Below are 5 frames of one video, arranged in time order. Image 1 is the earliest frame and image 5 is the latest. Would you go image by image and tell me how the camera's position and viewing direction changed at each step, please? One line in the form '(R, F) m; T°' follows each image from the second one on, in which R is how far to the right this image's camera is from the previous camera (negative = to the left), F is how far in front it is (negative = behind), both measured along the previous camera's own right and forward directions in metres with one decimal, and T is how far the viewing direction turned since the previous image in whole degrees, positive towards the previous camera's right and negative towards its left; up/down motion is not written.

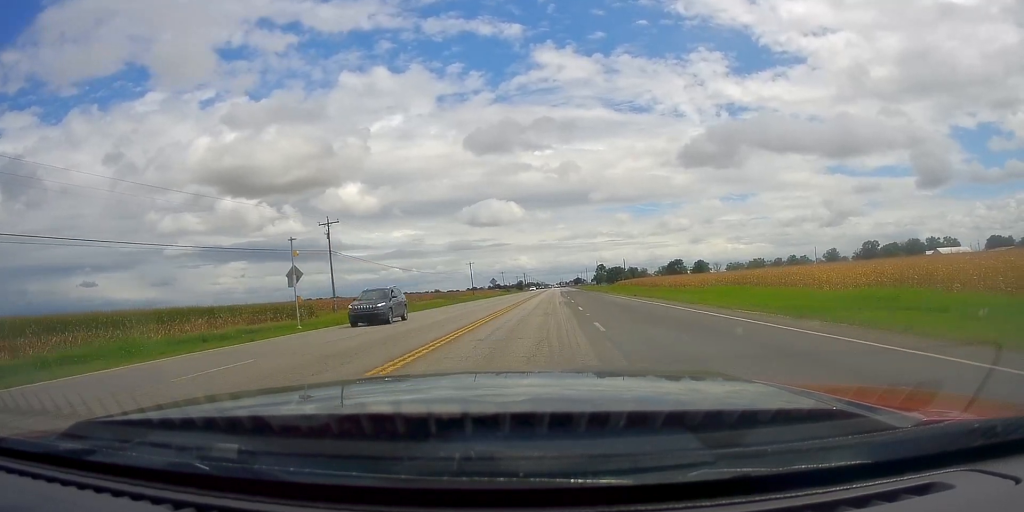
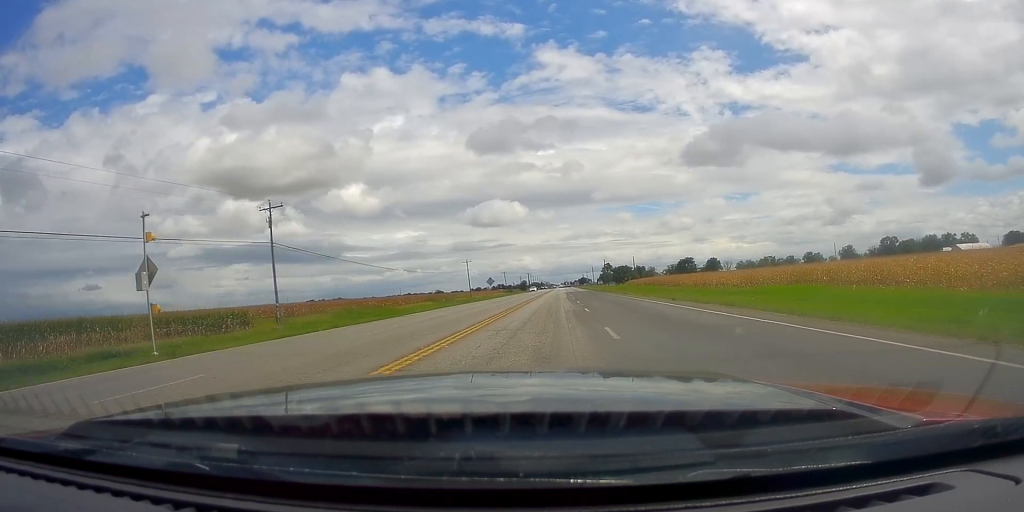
(0.0, +14.6) m; 0°
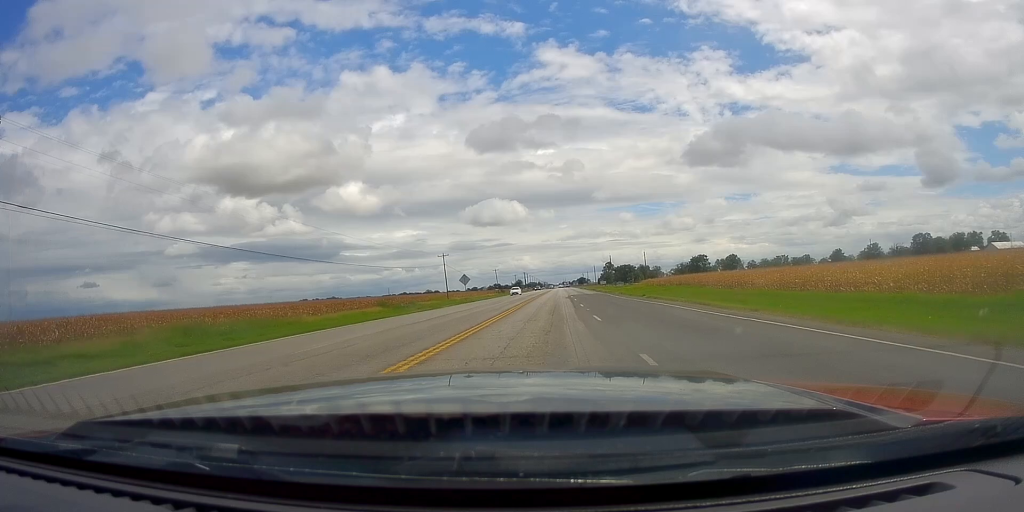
(0.0, +30.7) m; 0°
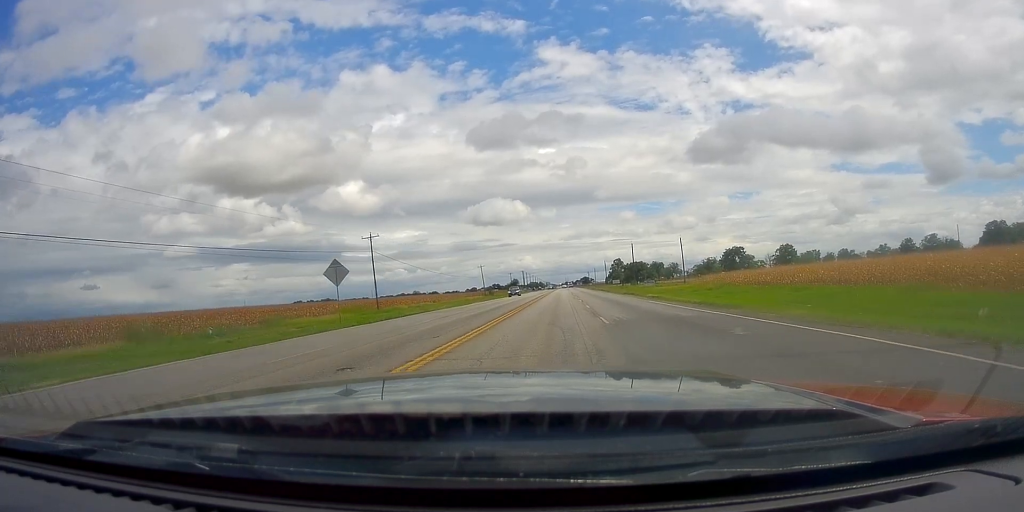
(0.0, +51.4) m; 0°
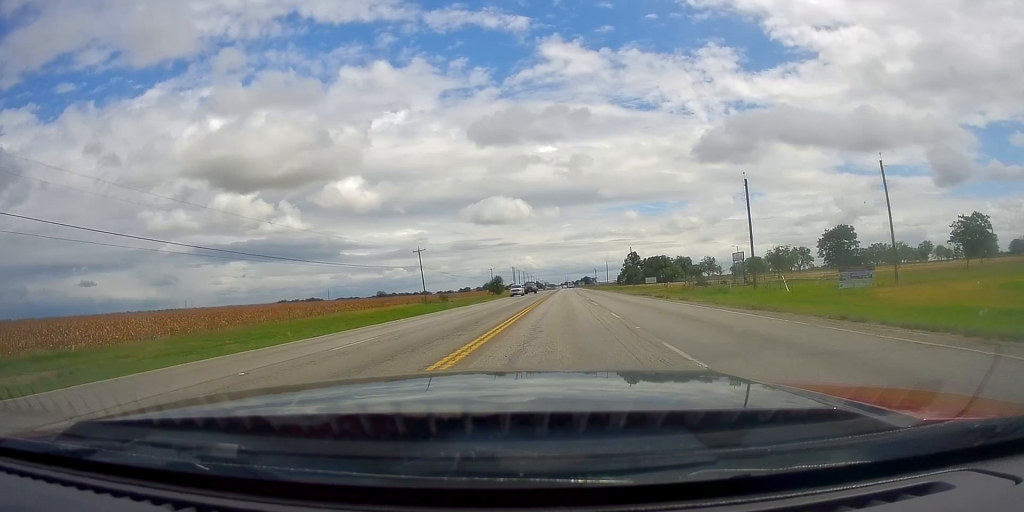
(+1.9, +83.9) m; 0°
